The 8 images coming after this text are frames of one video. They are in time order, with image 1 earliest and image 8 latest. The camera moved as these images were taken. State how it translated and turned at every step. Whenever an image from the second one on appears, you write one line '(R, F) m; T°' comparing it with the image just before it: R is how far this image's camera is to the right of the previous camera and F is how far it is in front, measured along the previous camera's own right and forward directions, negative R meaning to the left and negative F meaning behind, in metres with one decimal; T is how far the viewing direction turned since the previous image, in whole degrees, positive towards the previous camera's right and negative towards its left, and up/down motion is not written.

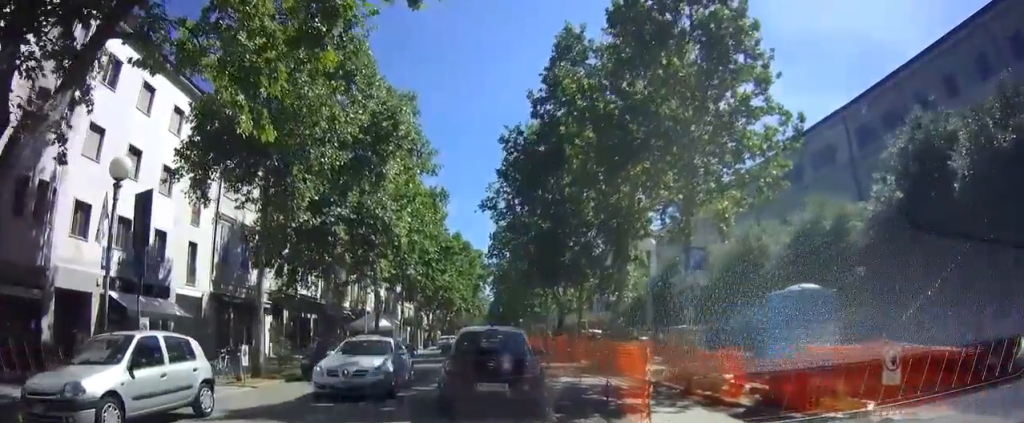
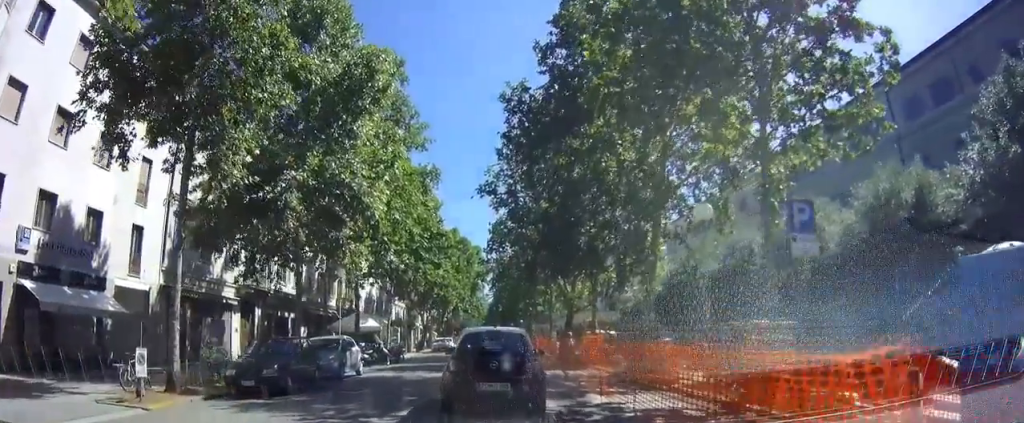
(0.0, +5.9) m; 0°
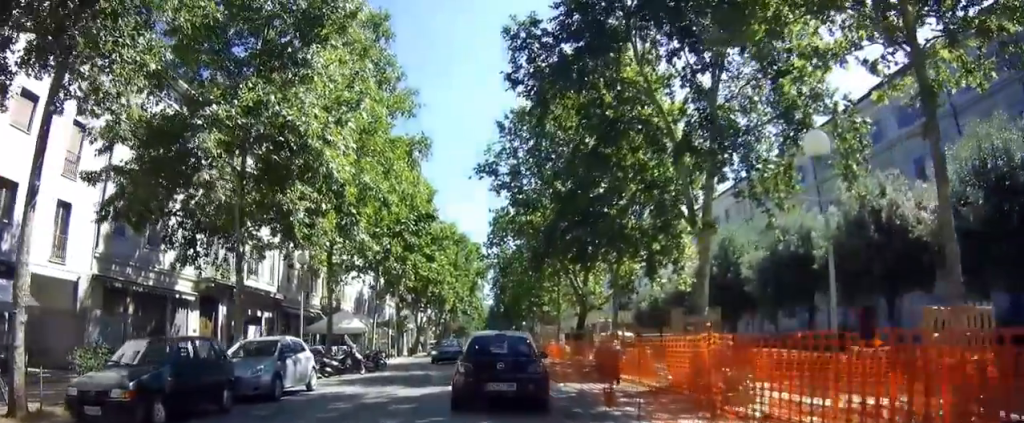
(-0.4, +5.6) m; -7°
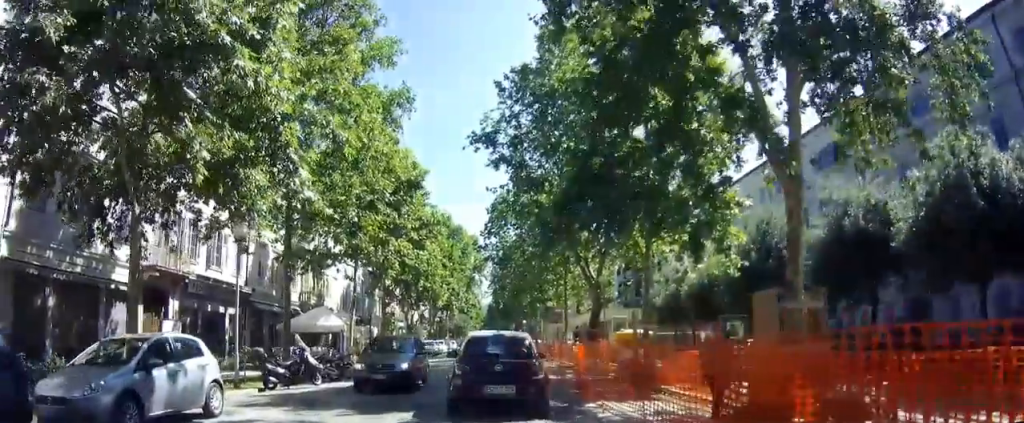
(+0.1, +4.7) m; +2°
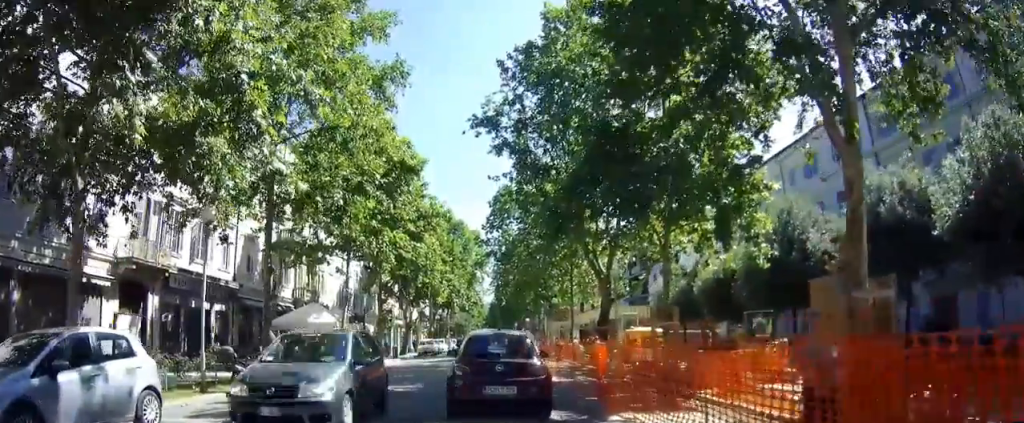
(0.0, +2.0) m; +1°
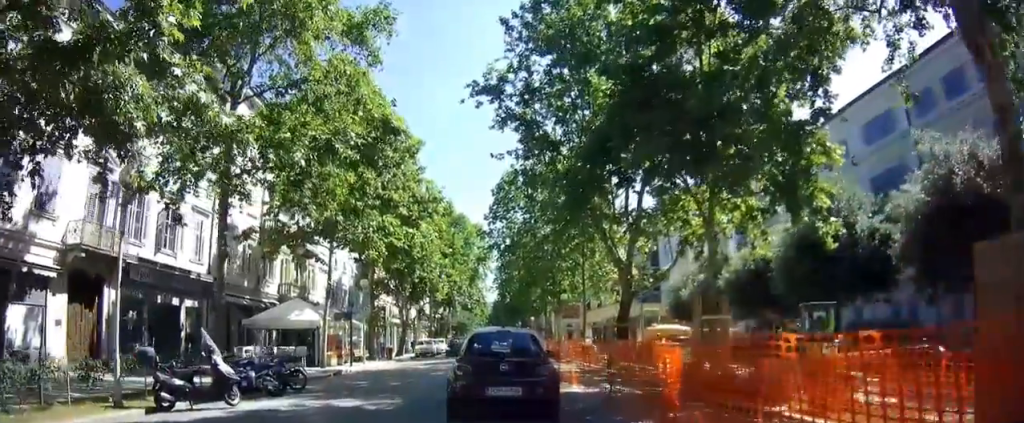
(-0.1, +3.7) m; +1°
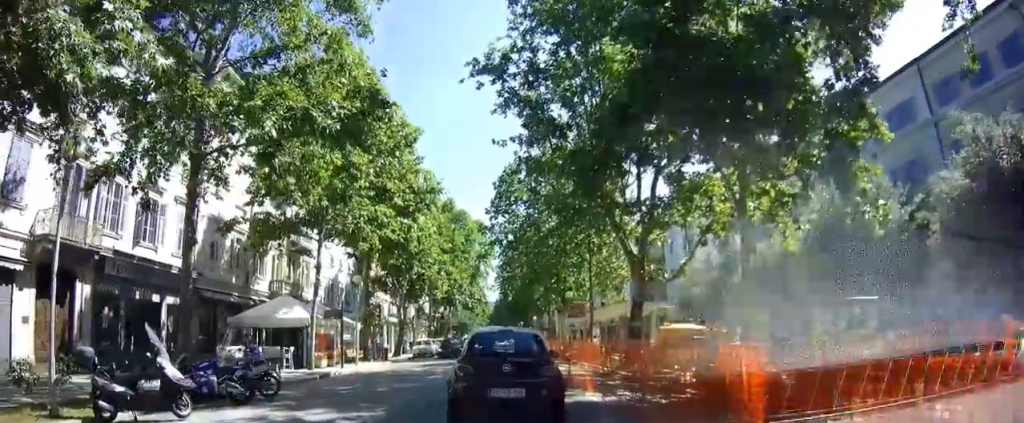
(+0.1, +2.1) m; +3°
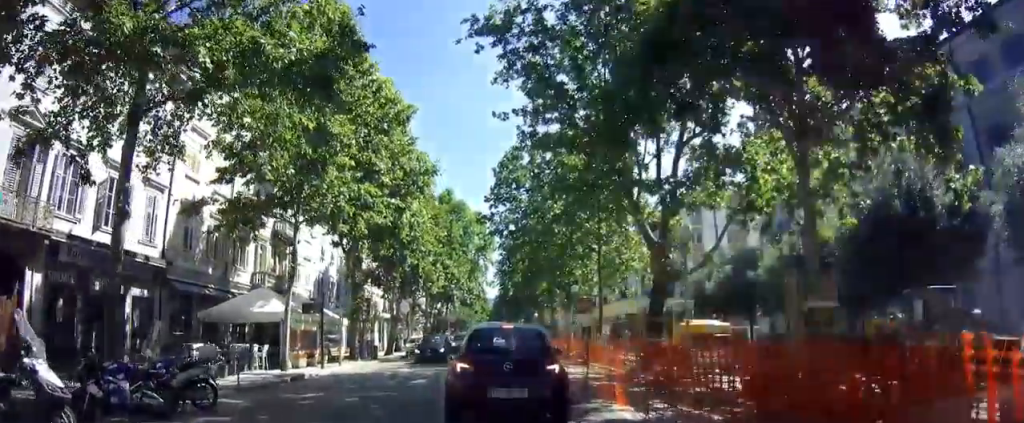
(+0.1, +3.0) m; 0°
